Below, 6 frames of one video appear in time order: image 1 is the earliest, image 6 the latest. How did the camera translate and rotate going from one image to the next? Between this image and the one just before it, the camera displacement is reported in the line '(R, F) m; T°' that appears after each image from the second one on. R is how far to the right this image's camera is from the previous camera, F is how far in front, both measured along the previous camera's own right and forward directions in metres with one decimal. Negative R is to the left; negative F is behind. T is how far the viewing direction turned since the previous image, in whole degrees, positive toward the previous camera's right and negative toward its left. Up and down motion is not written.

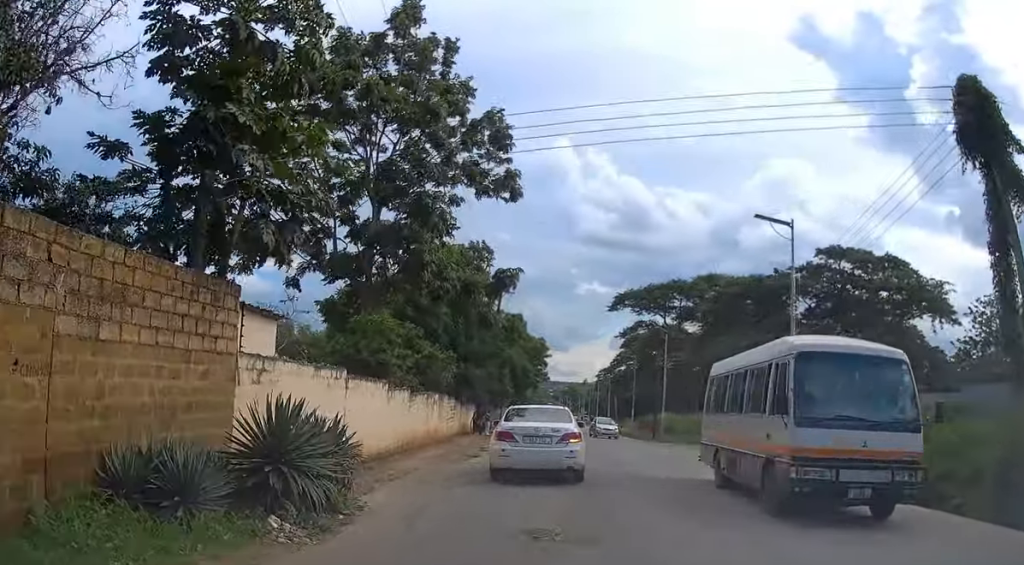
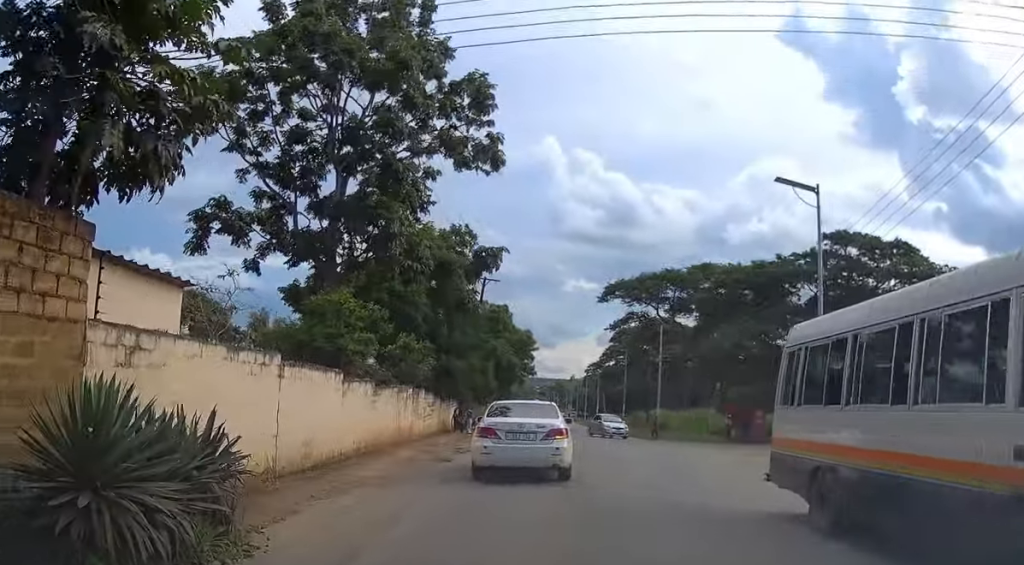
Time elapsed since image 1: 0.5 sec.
(0.0, +3.7) m; +2°
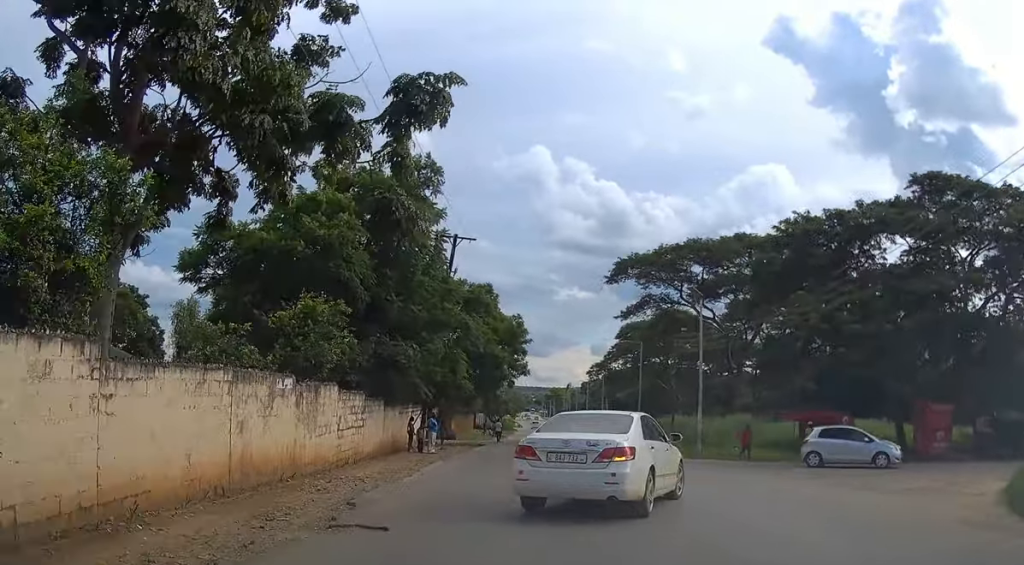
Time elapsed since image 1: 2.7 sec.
(+0.7, +14.3) m; +4°
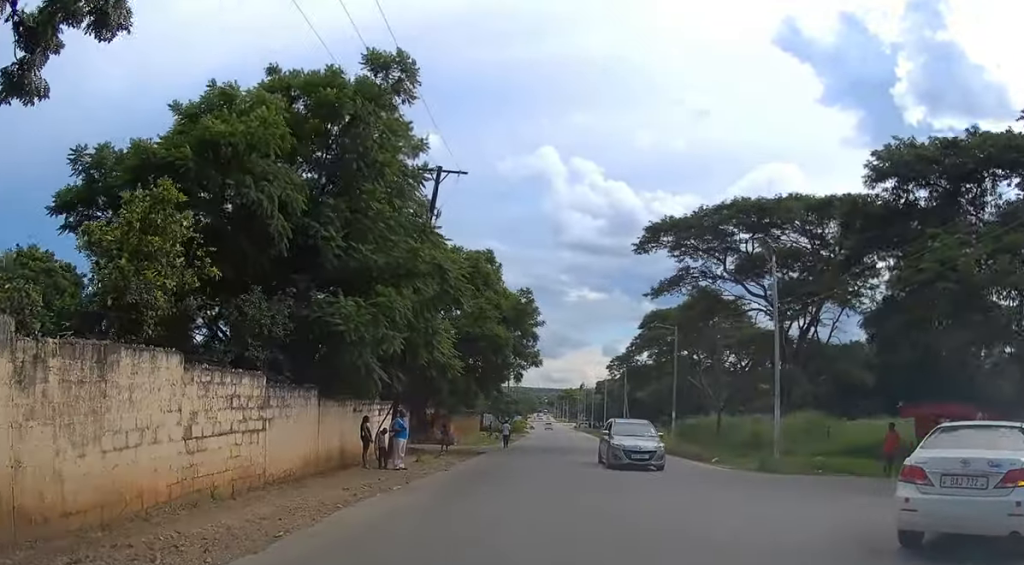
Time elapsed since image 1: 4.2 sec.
(-0.2, +9.5) m; -2°
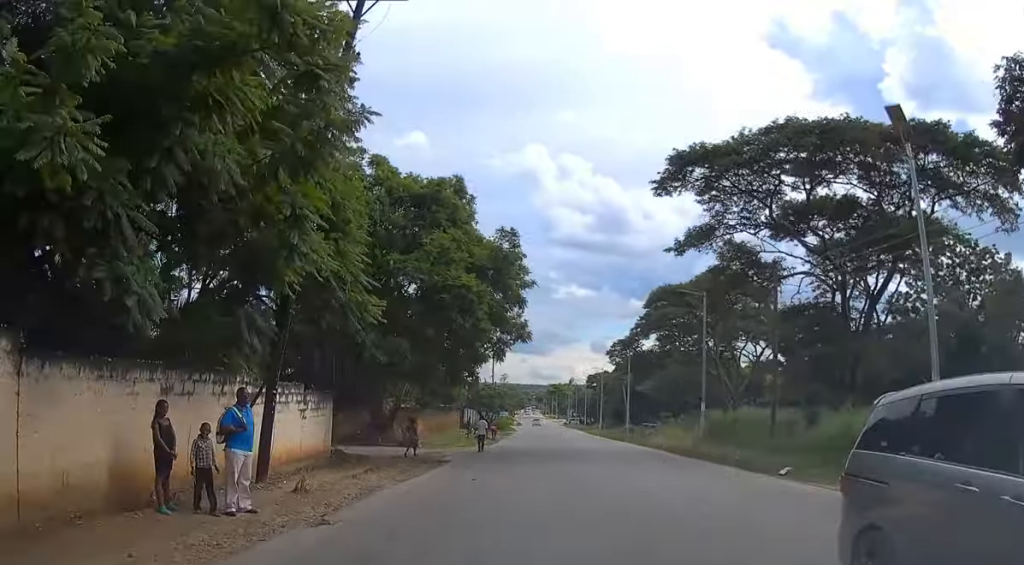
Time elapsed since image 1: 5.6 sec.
(+0.1, +10.3) m; +1°
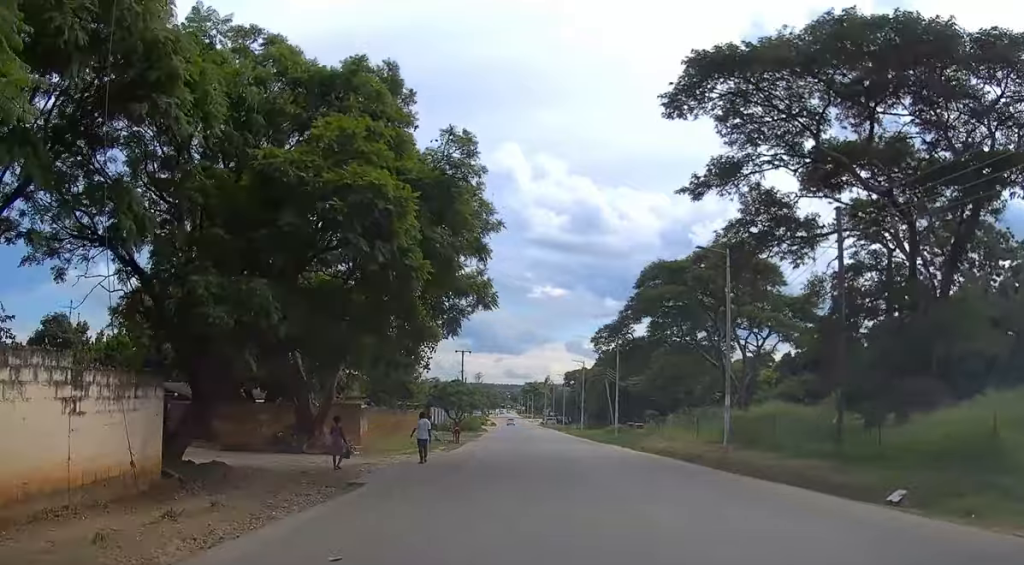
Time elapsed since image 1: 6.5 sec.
(0.0, +8.8) m; 0°
